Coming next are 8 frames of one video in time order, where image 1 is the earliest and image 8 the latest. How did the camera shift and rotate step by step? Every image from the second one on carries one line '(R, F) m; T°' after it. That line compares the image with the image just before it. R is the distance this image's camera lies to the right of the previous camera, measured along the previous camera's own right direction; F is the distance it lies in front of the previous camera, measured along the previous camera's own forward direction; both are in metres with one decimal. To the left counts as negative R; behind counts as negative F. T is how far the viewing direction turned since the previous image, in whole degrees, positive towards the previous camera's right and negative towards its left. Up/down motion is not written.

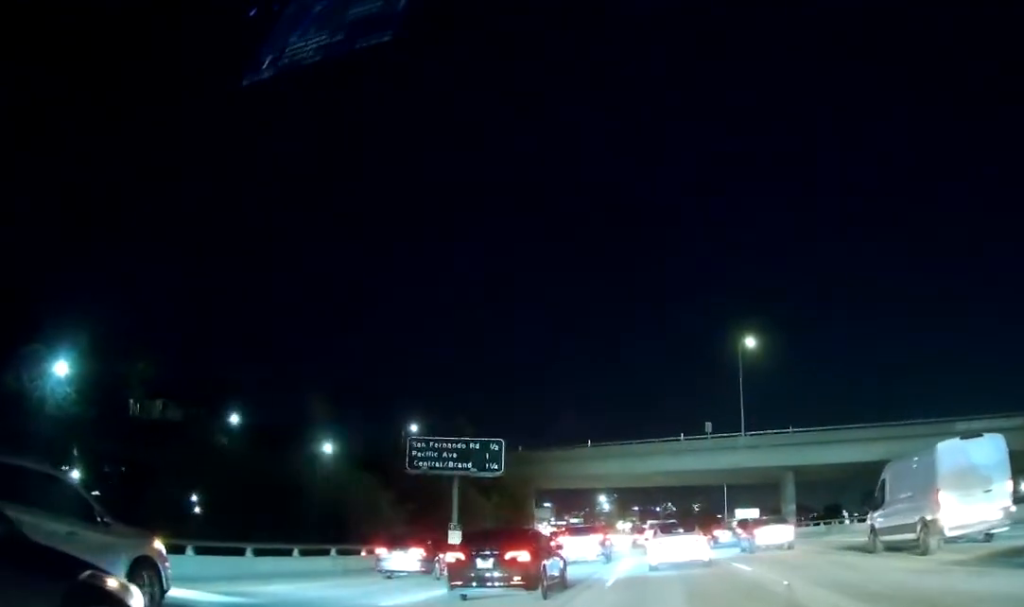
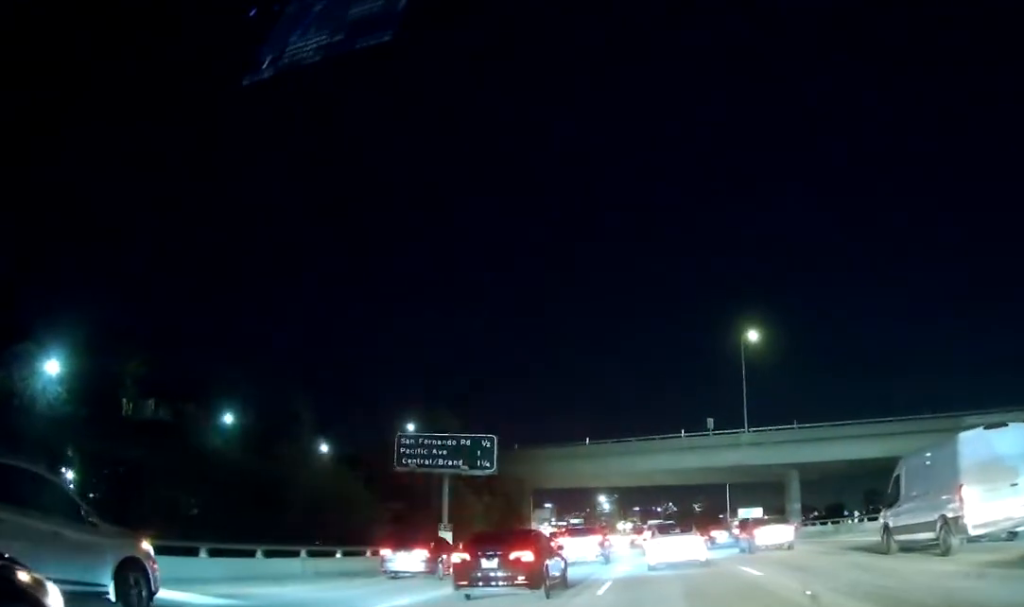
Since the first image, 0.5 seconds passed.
(-0.1, +2.6) m; 0°
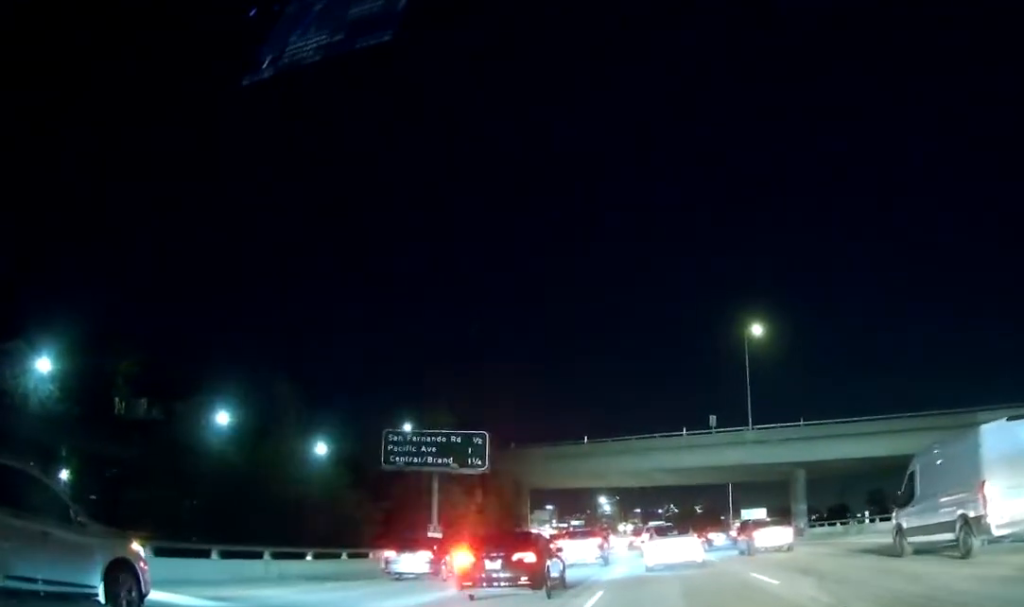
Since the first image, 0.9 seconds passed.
(-0.1, +2.4) m; 0°
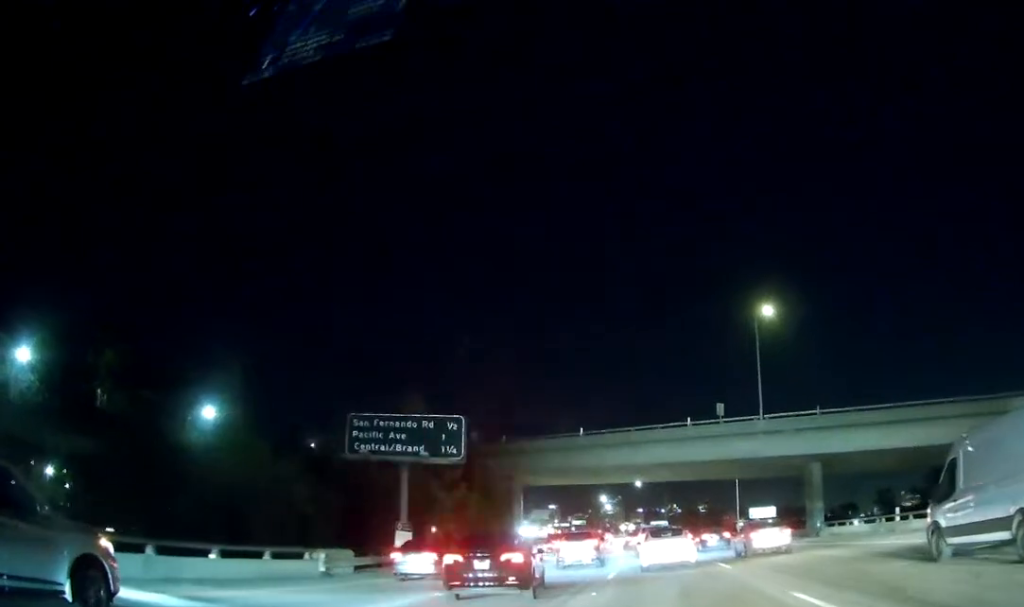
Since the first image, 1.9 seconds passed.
(+0.2, +5.3) m; 0°
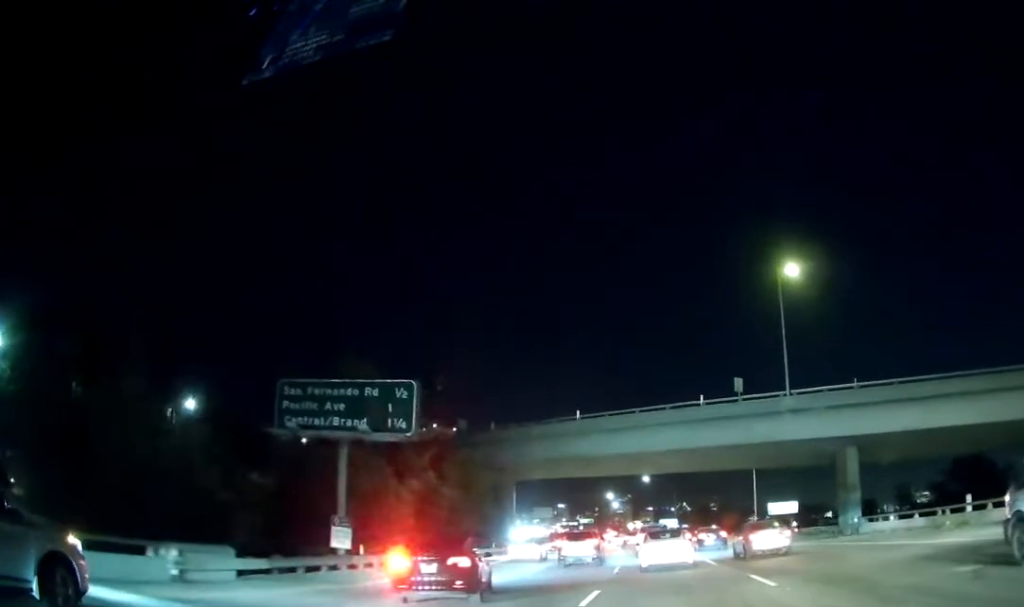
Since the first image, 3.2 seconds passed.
(-0.1, +8.0) m; +1°
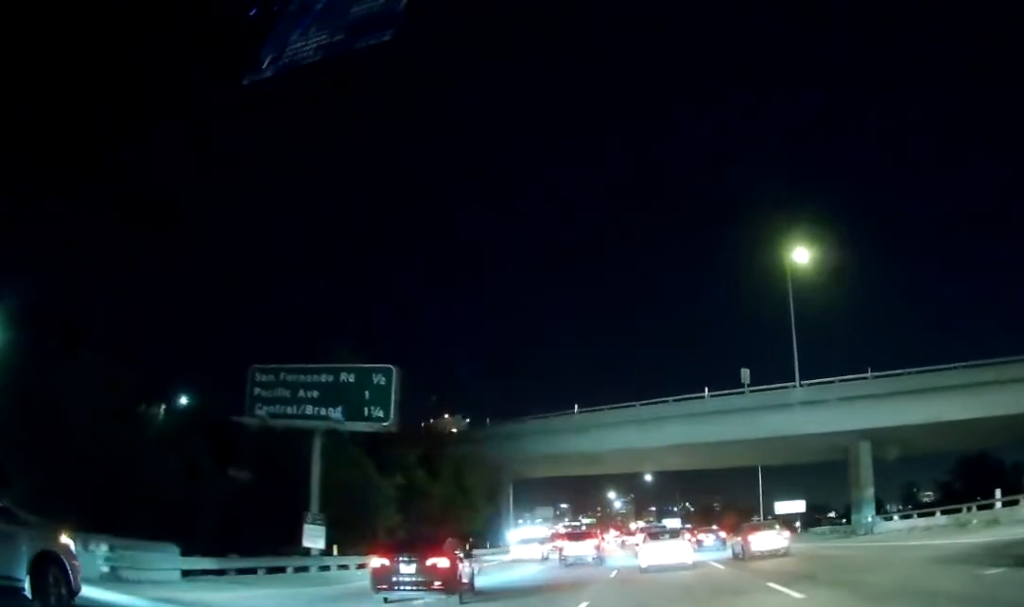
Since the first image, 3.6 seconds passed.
(+0.1, +2.7) m; +1°
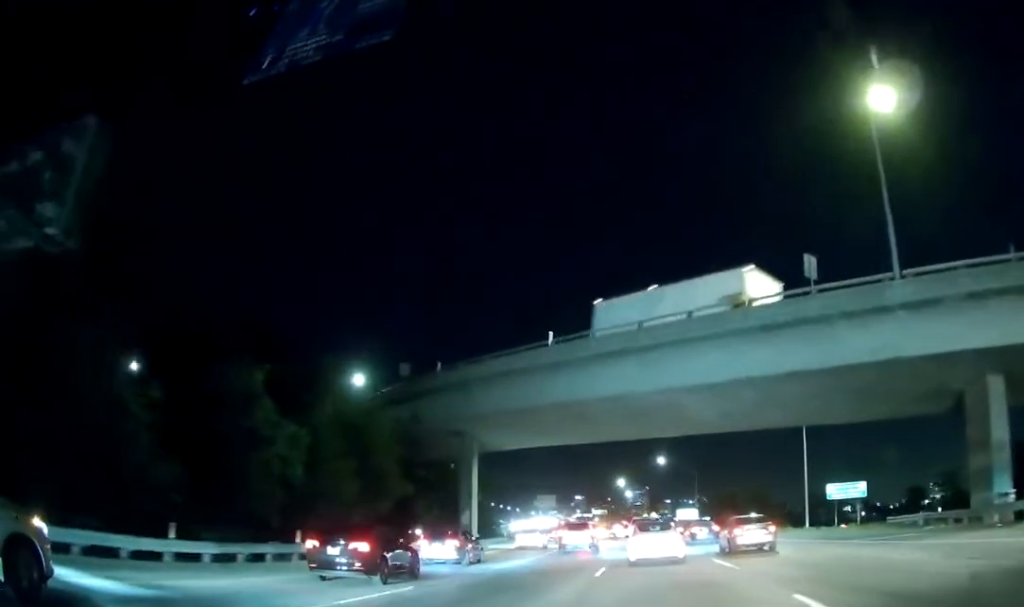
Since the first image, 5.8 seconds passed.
(-0.1, +17.2) m; -3°
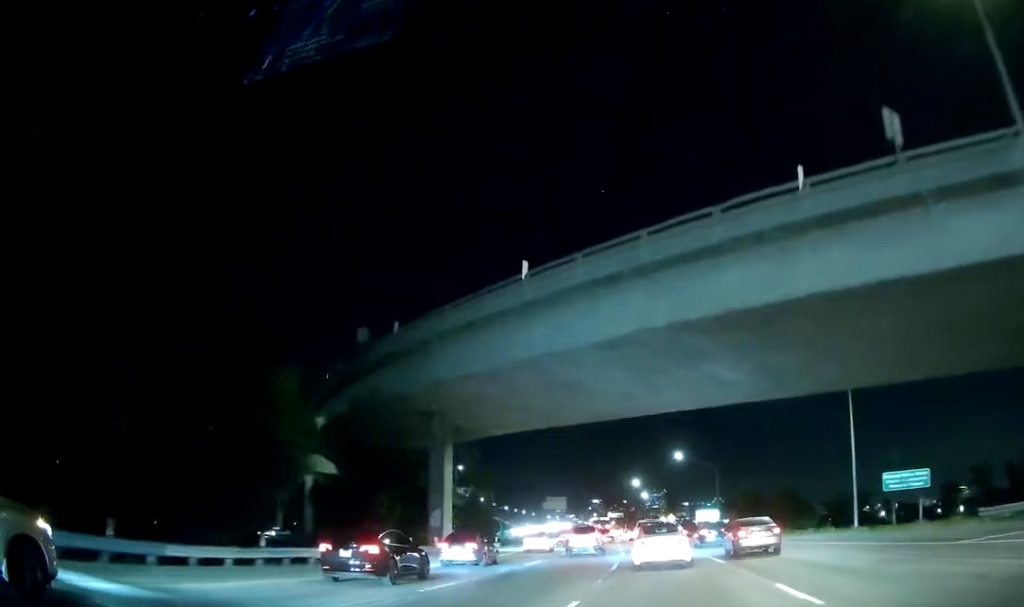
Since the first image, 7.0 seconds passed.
(-0.1, +10.2) m; 0°
